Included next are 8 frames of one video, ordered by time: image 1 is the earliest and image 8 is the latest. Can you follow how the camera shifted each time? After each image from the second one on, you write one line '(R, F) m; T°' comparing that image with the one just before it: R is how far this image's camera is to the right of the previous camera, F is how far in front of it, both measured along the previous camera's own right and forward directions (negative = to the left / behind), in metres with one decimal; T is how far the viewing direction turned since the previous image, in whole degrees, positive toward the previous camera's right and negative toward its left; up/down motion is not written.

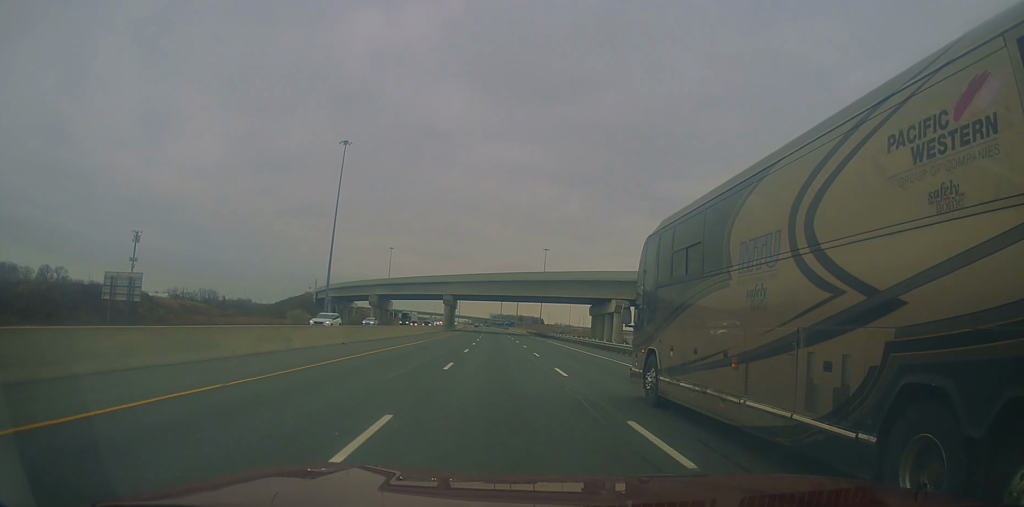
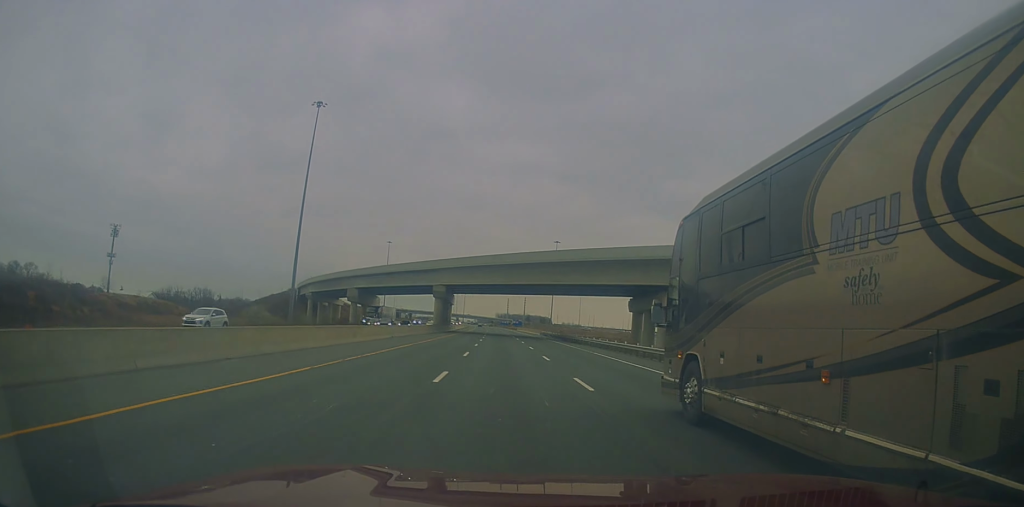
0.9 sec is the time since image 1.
(-0.4, +27.7) m; -1°
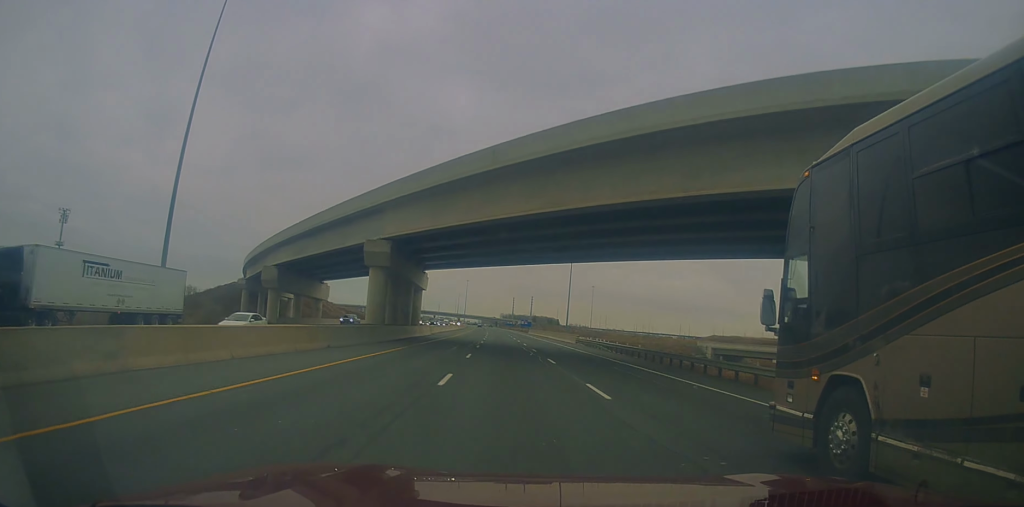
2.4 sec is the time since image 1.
(-0.1, +48.7) m; -1°
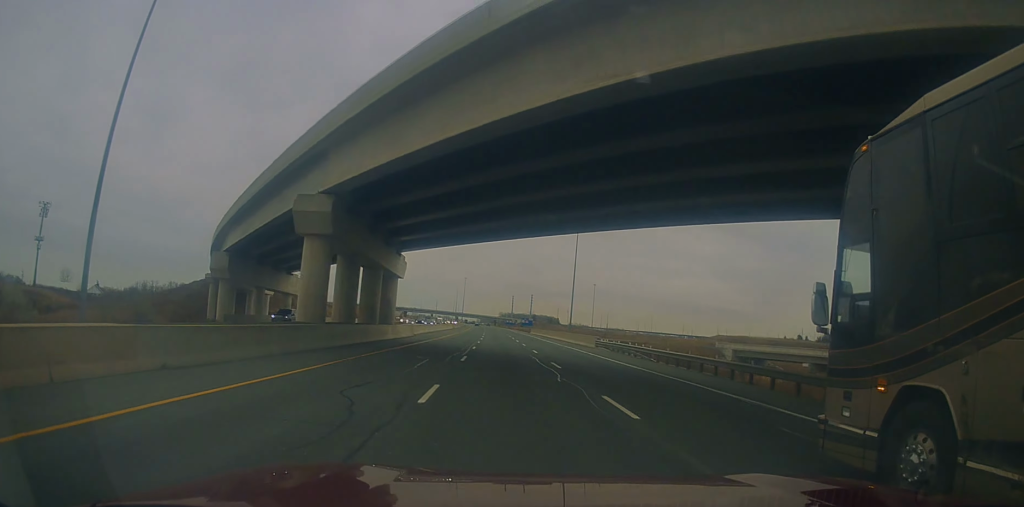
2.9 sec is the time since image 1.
(-0.1, +14.9) m; 0°
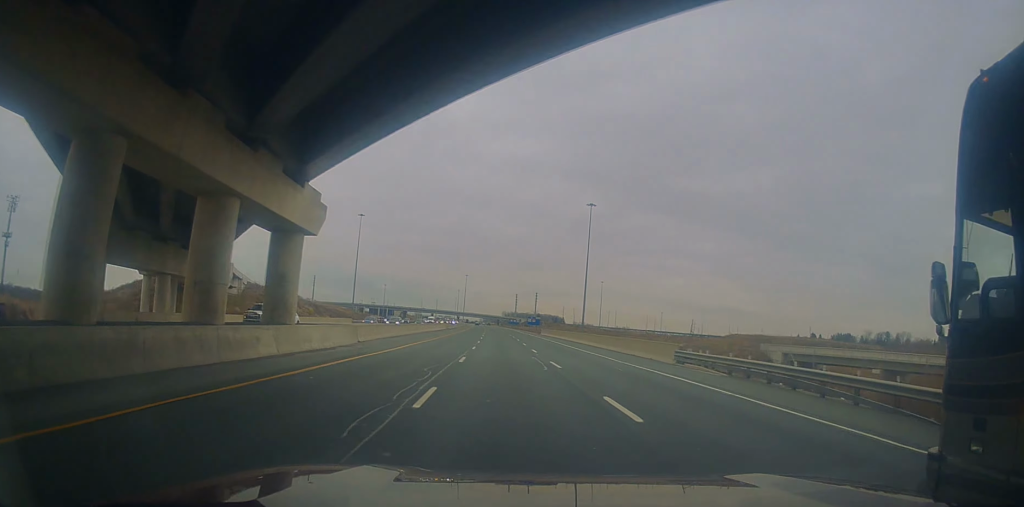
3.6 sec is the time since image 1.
(-0.6, +24.6) m; 0°
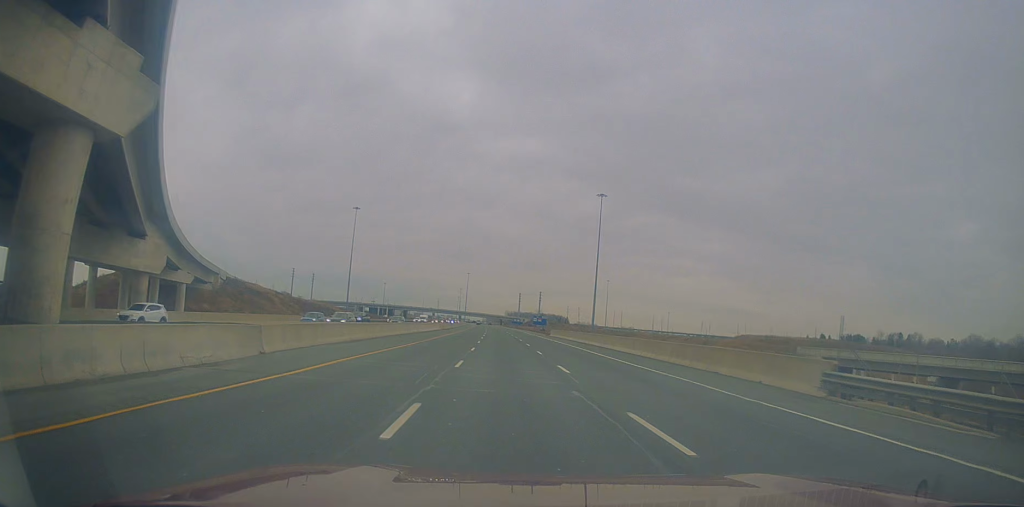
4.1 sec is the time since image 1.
(+0.4, +14.9) m; 0°
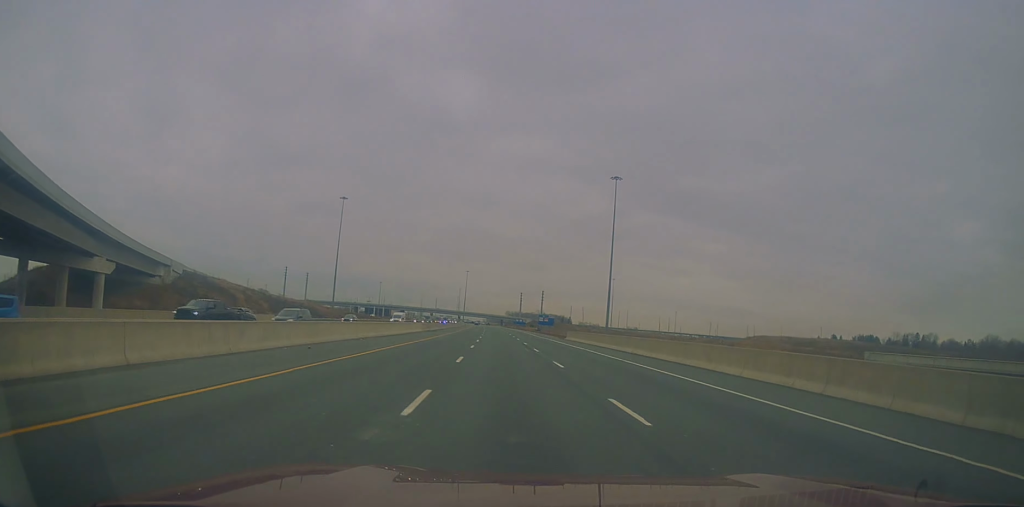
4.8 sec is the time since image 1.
(+0.4, +22.4) m; 0°
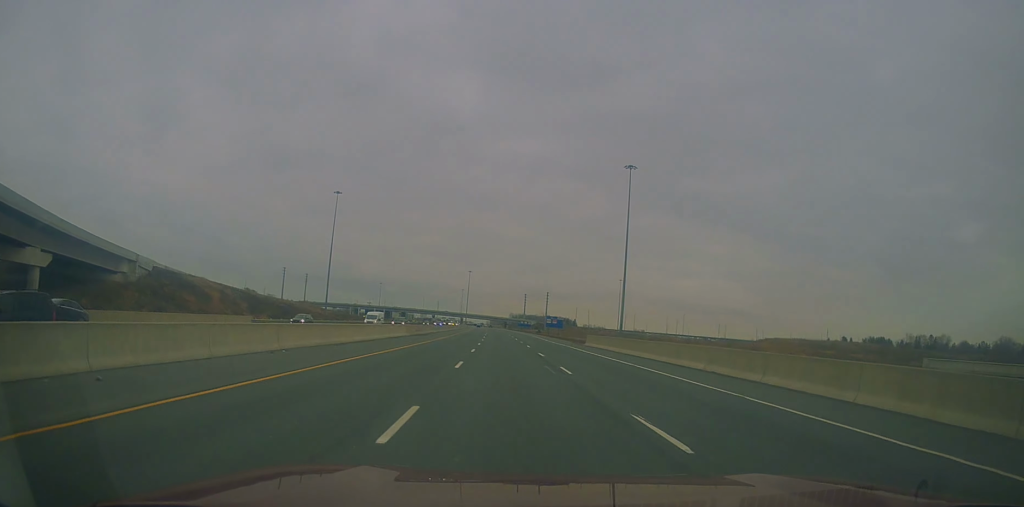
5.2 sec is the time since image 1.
(-0.2, +13.8) m; -1°
